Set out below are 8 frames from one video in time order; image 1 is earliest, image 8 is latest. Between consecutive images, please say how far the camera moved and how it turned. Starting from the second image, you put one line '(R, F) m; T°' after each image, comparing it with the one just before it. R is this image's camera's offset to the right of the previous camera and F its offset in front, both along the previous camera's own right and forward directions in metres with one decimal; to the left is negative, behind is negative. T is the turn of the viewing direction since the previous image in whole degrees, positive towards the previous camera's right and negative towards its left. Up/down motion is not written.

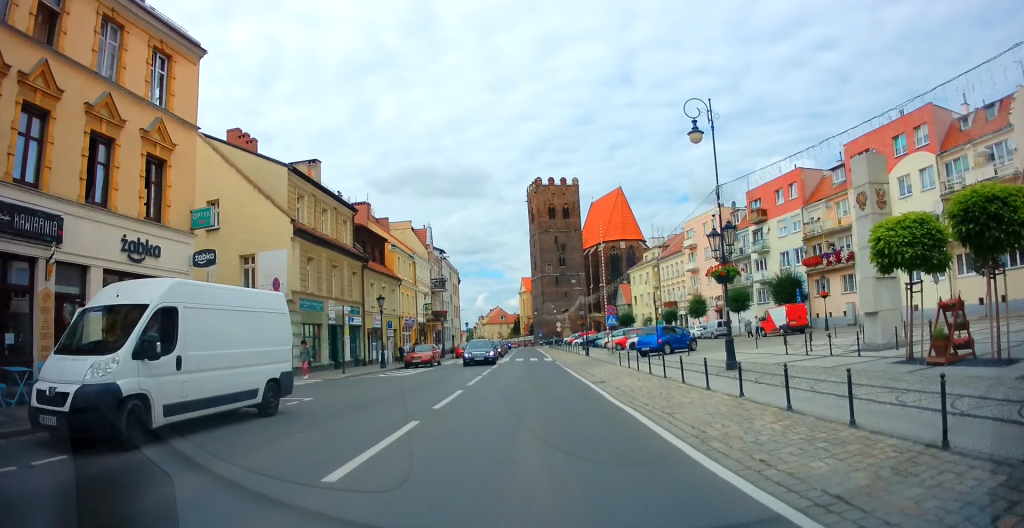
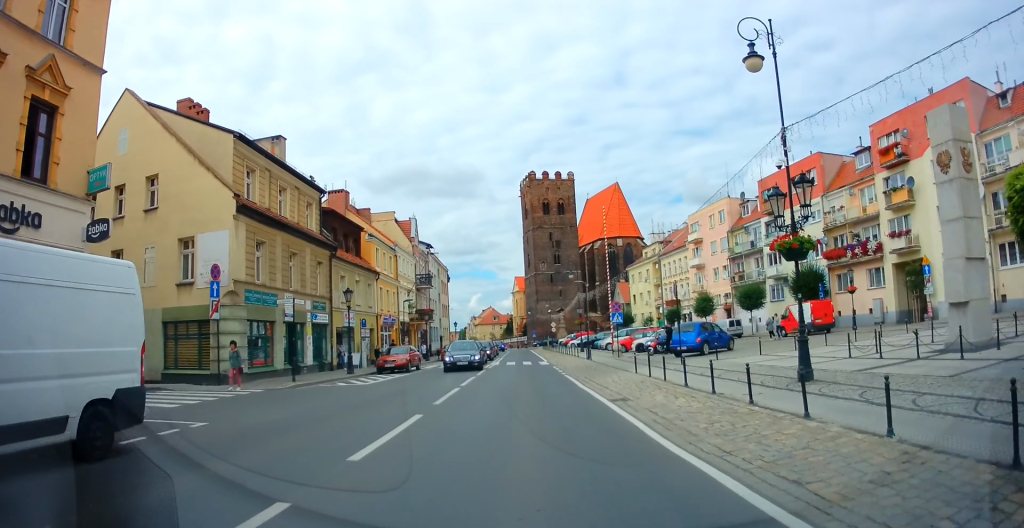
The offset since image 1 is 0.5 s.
(0.0, +5.0) m; 0°
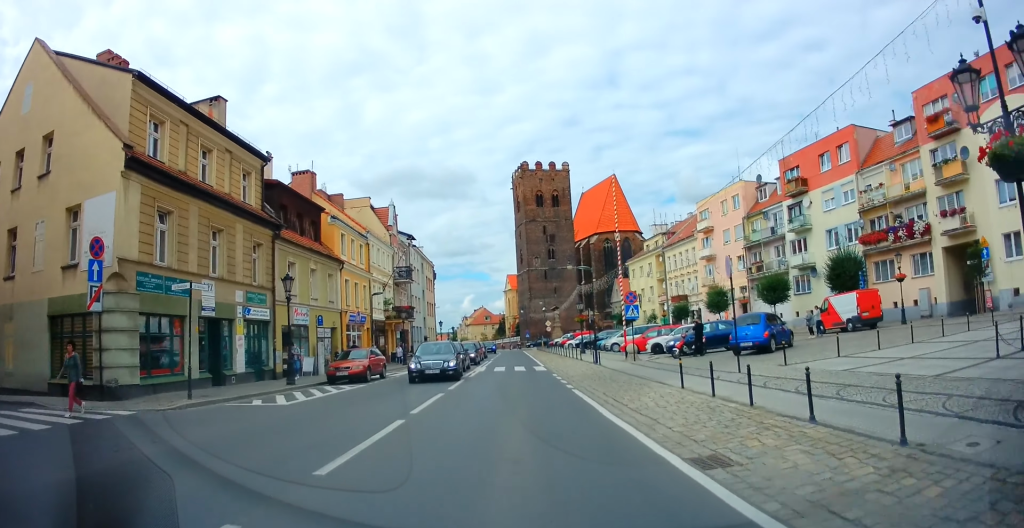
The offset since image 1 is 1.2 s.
(0.0, +6.6) m; 0°
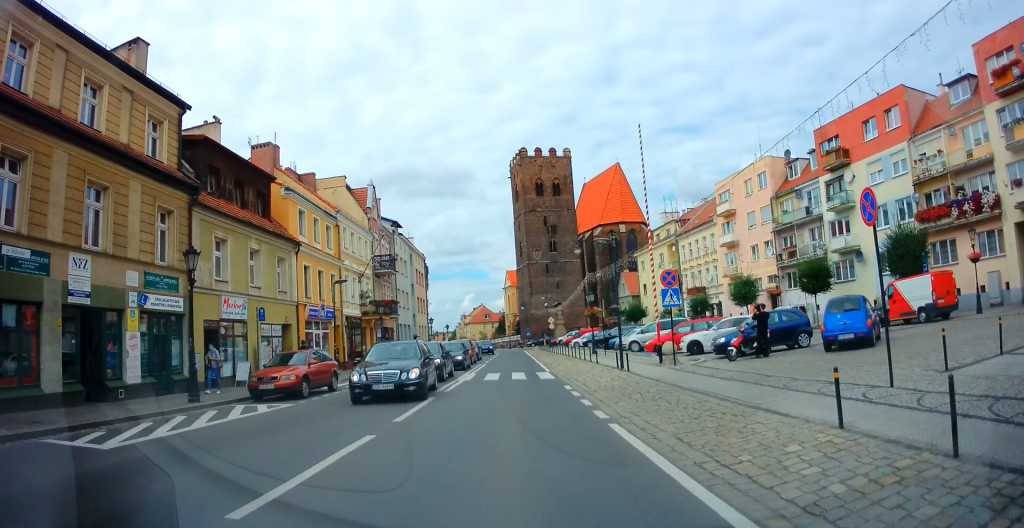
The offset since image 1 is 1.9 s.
(-0.1, +6.8) m; +1°
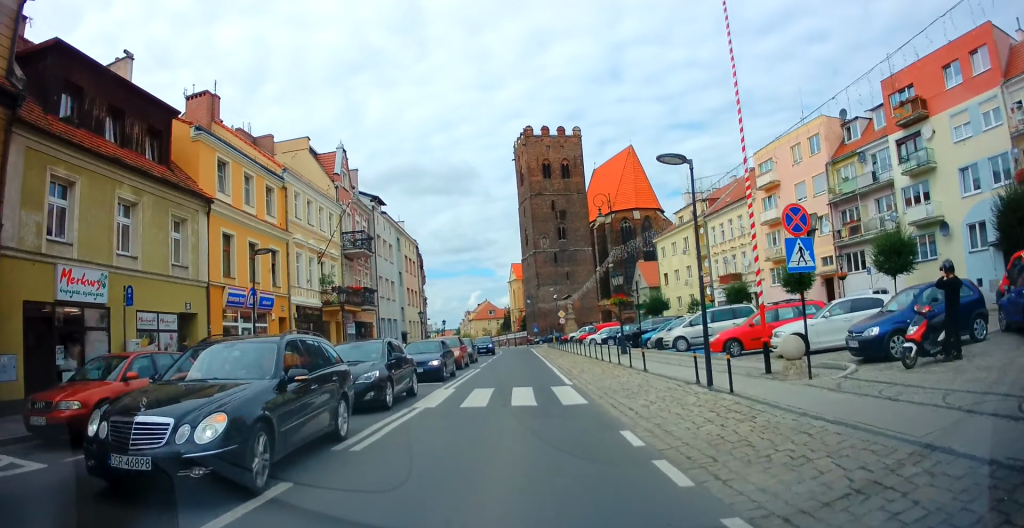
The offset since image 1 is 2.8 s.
(+0.4, +9.0) m; -1°
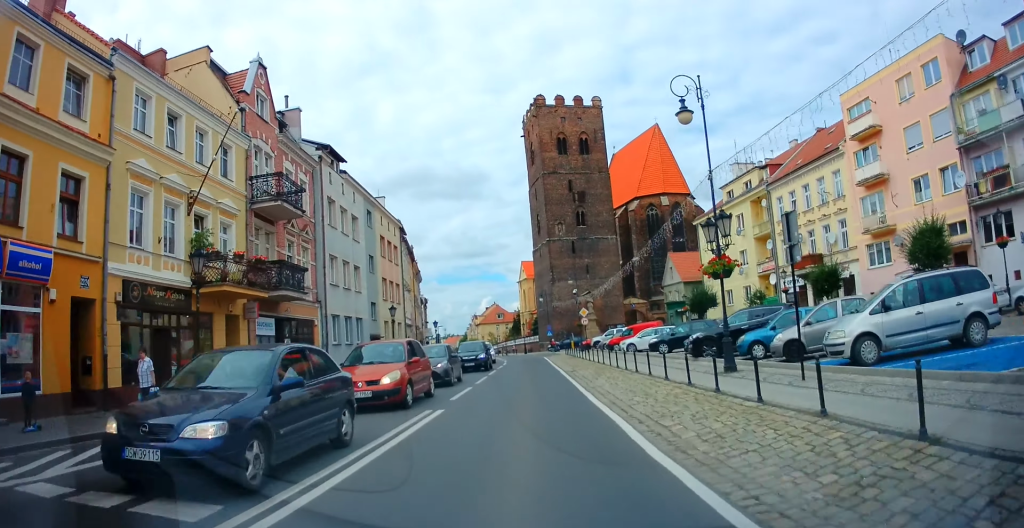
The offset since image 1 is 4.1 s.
(-0.7, +14.2) m; -3°
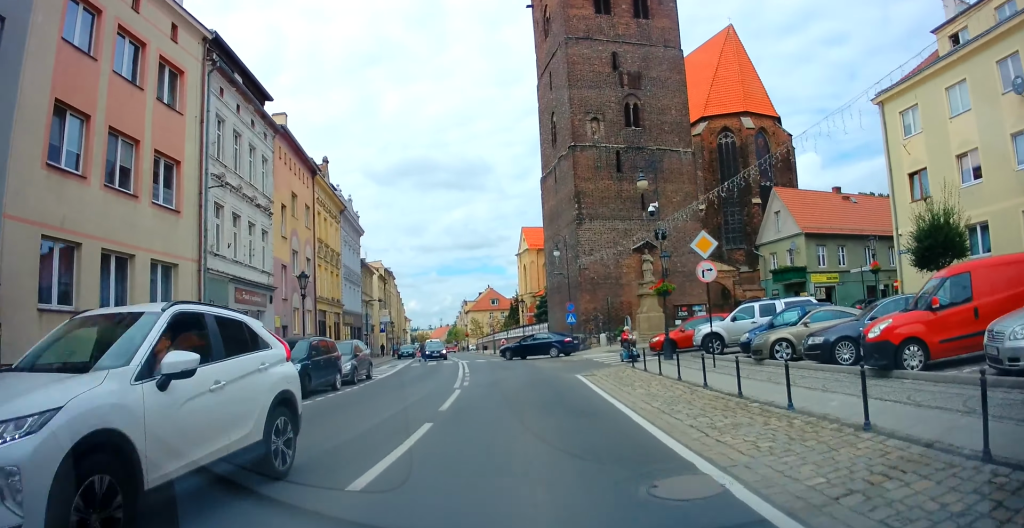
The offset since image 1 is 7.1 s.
(-0.1, +33.6) m; -1°
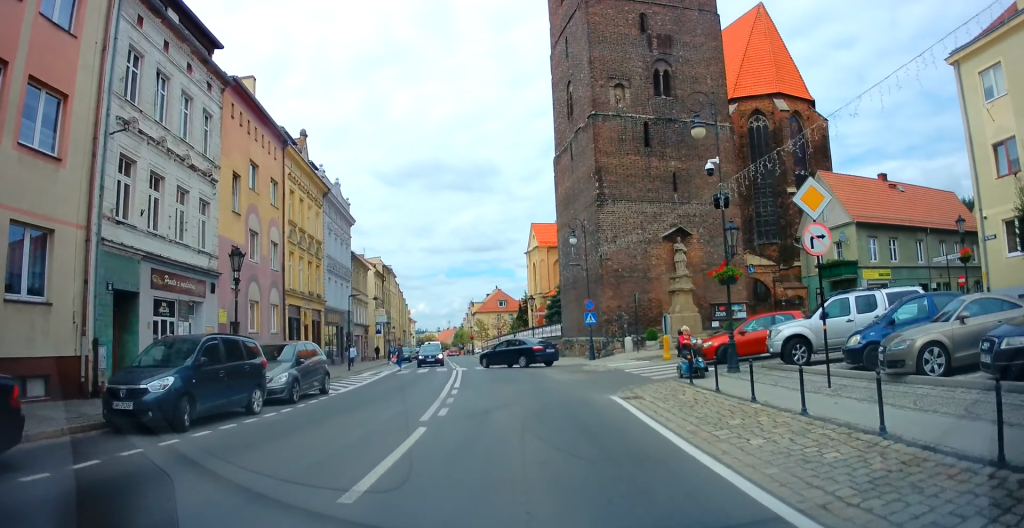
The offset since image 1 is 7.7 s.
(0.0, +6.1) m; -2°
